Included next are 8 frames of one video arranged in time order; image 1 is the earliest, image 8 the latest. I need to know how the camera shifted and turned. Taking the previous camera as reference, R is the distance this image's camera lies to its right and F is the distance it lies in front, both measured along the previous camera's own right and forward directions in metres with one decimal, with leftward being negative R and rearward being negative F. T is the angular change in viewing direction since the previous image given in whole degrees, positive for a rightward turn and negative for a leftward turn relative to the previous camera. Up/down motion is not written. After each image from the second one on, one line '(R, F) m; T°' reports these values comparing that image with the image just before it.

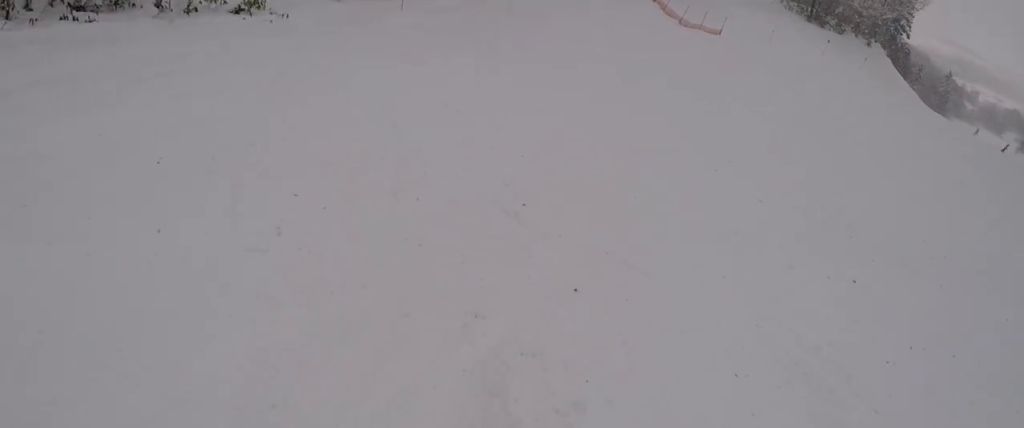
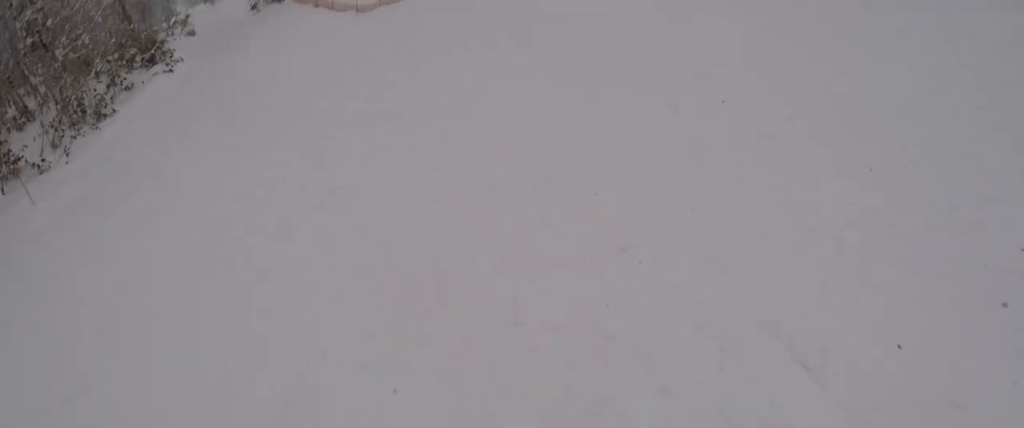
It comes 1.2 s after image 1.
(+0.1, +7.5) m; +14°
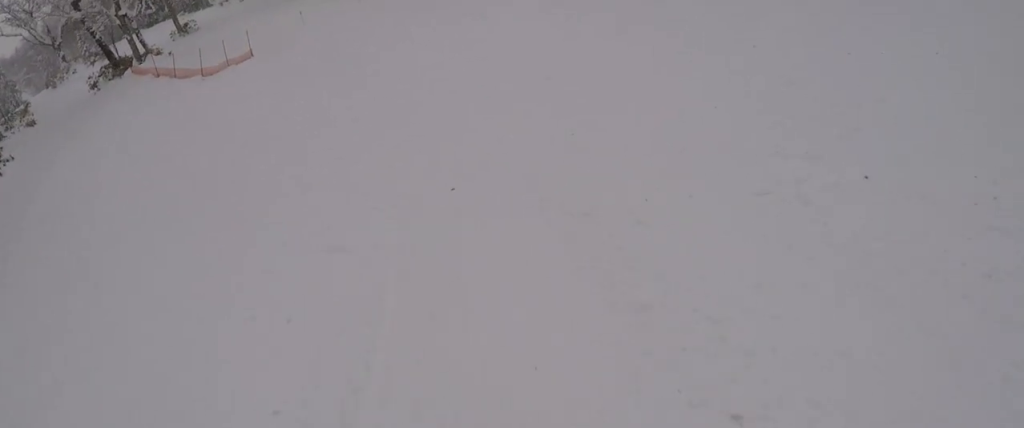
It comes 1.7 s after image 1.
(+0.6, +3.4) m; +12°
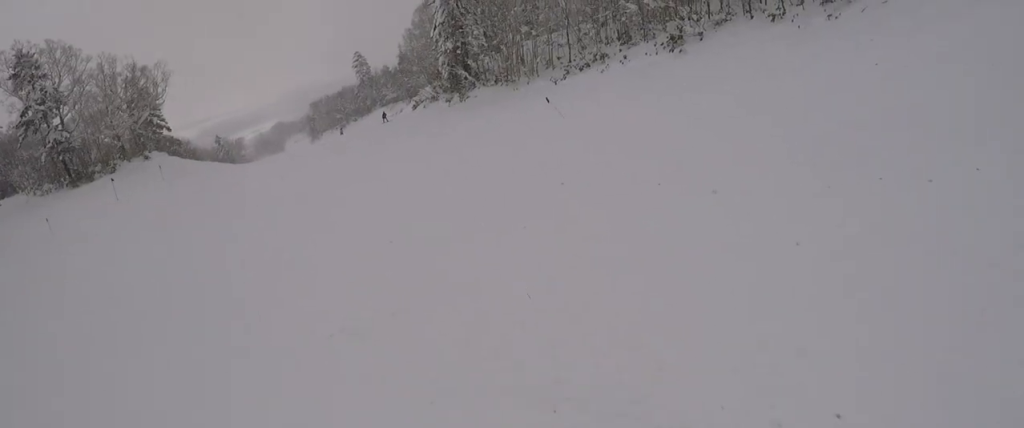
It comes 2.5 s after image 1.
(+0.8, +5.4) m; +16°
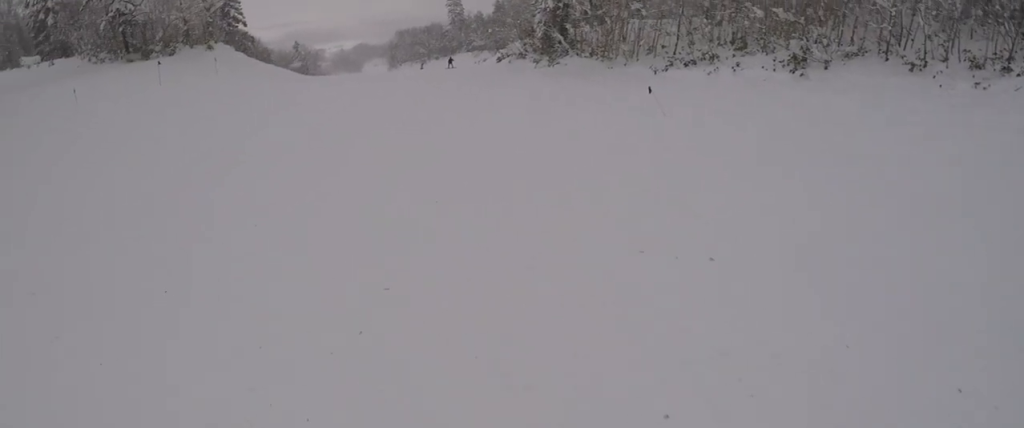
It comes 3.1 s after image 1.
(+0.7, +4.2) m; +6°
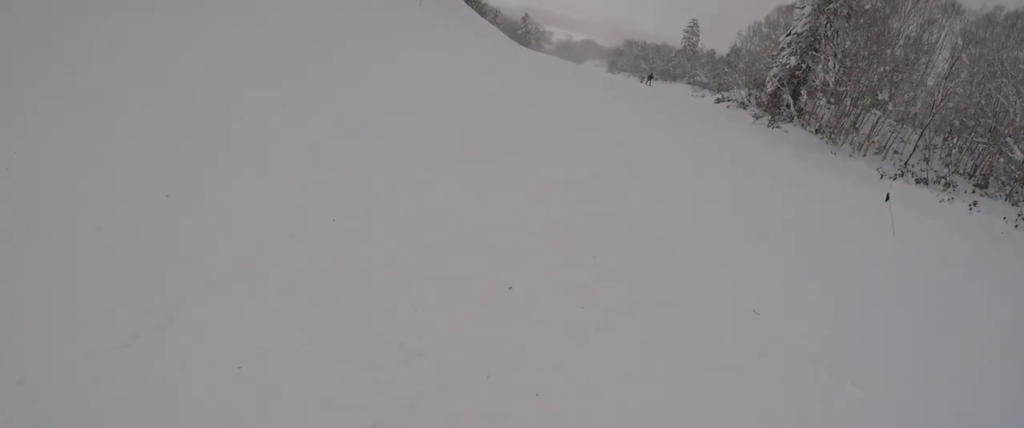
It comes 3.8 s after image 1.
(+0.1, +4.9) m; -4°
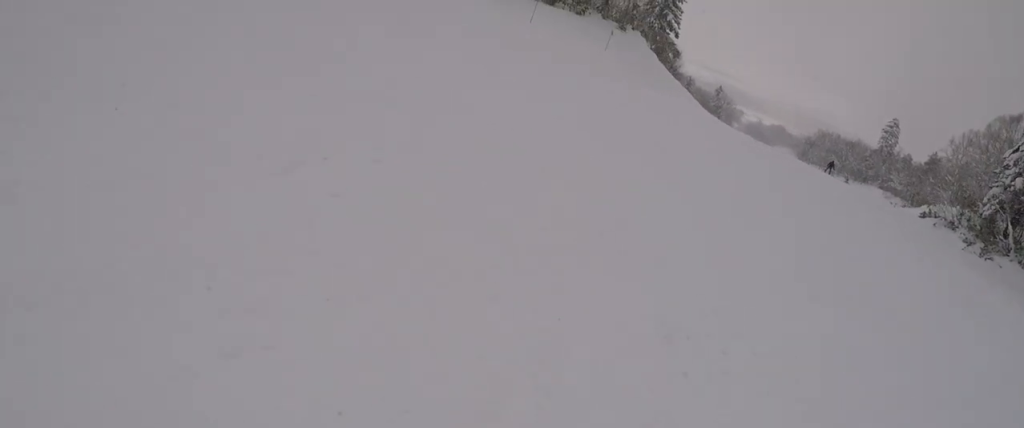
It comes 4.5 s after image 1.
(-0.2, +5.6) m; -13°
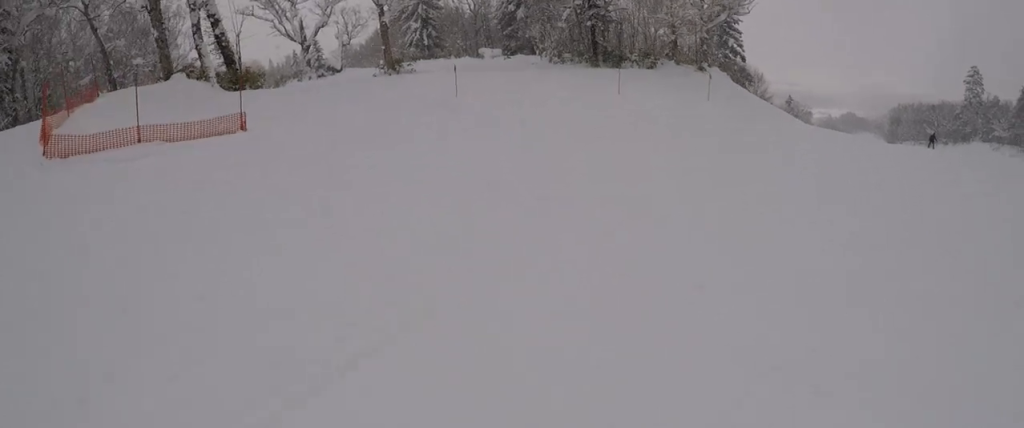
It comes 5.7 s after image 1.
(-2.1, +8.0) m; -24°
